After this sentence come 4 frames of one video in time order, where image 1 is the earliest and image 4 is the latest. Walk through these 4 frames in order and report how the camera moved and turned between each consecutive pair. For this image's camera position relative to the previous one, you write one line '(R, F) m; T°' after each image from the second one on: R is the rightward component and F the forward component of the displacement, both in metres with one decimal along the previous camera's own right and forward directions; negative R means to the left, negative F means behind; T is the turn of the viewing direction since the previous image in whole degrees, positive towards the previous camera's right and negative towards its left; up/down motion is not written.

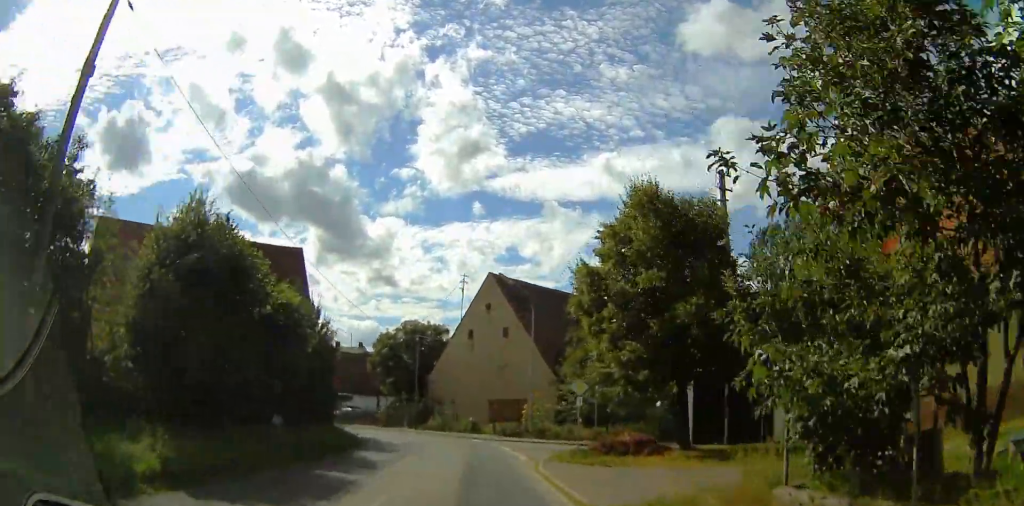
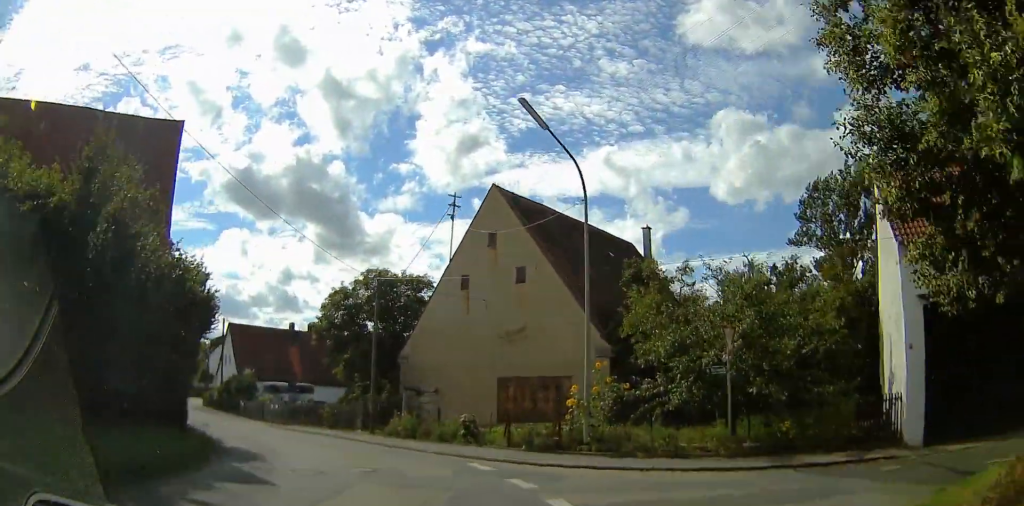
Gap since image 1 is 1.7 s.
(+0.1, +18.6) m; 0°
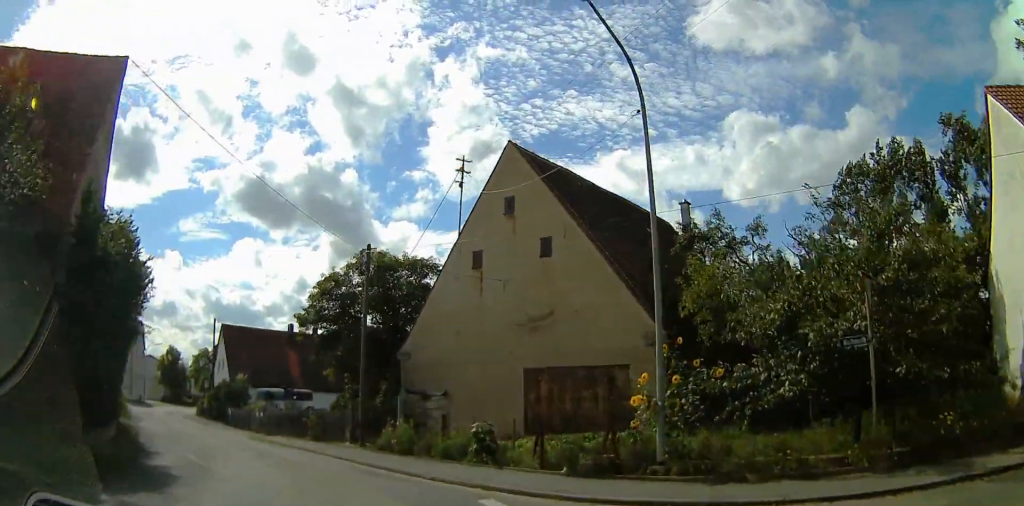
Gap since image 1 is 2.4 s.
(+0.8, +6.6) m; -5°
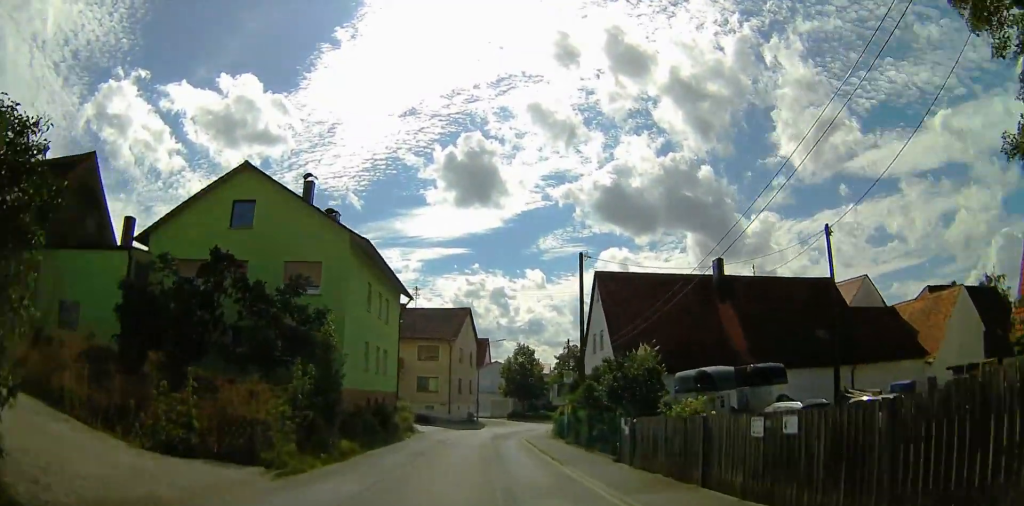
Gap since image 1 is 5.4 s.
(-6.6, +24.9) m; -16°
